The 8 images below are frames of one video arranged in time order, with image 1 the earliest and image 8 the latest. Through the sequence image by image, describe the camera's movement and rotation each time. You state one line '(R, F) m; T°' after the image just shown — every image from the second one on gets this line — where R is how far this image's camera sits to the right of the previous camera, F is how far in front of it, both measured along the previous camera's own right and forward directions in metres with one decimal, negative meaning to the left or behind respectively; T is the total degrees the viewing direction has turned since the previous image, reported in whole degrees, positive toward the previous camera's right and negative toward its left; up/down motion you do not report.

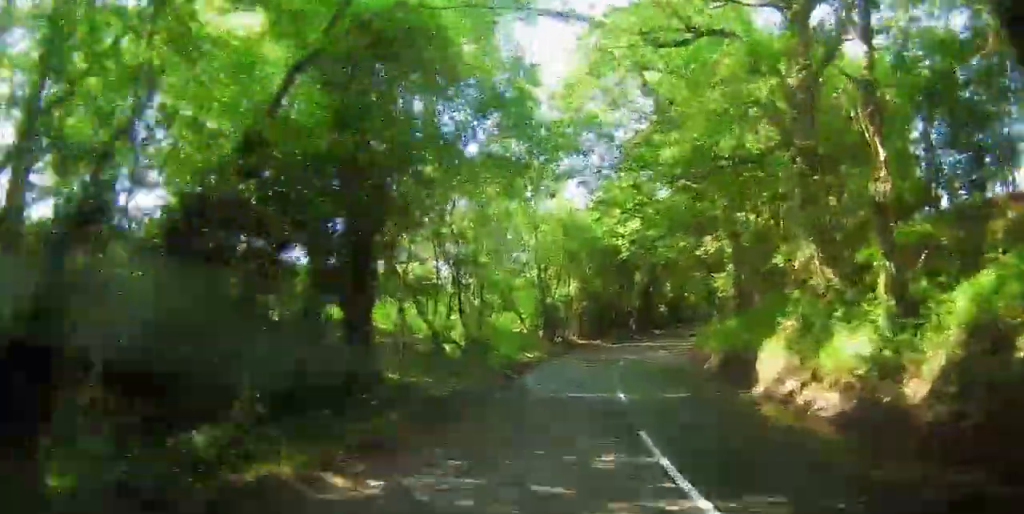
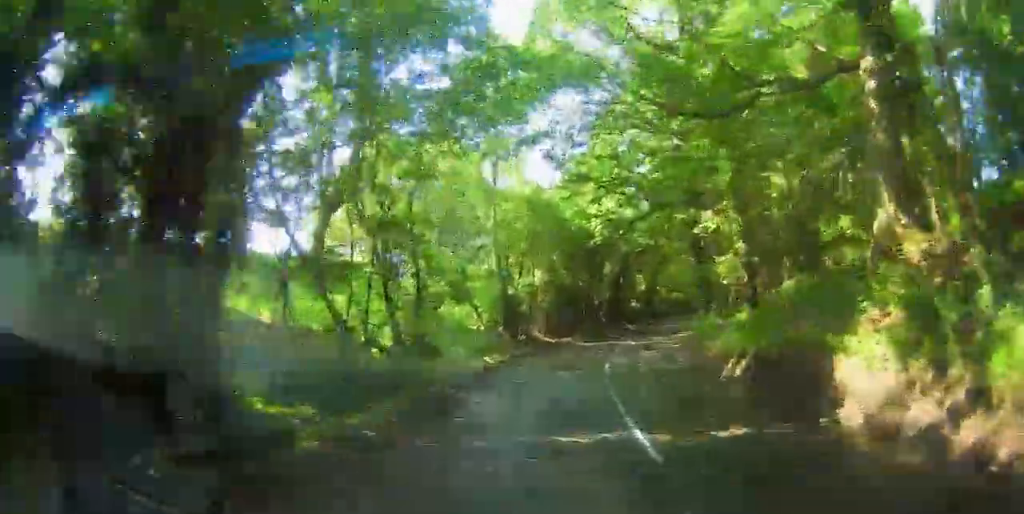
(+0.2, +6.9) m; +2°
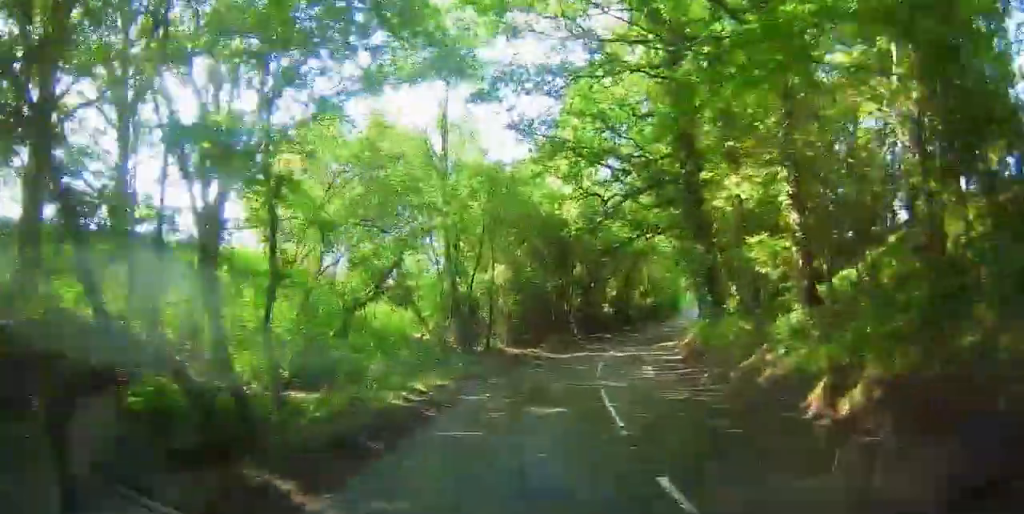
(+0.1, +8.3) m; 0°
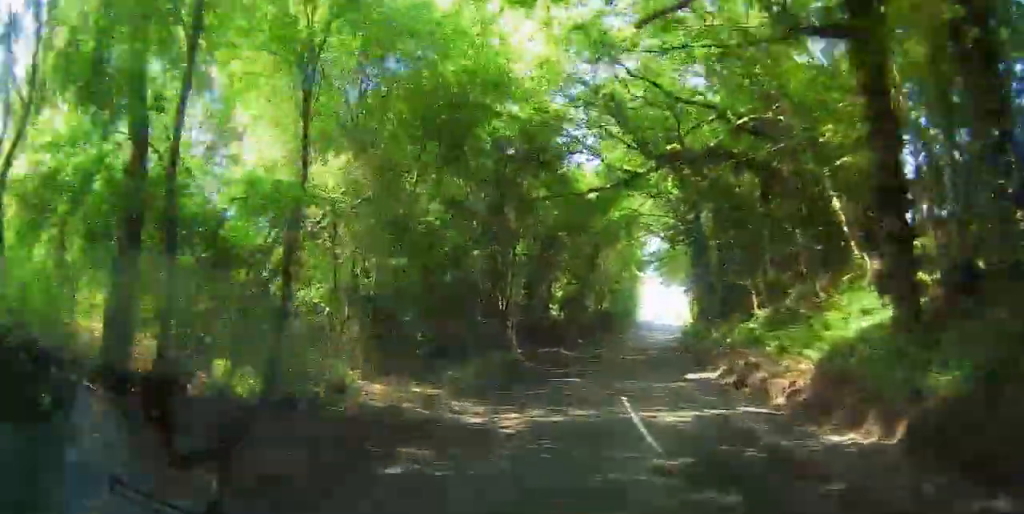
(0.0, +19.3) m; 0°
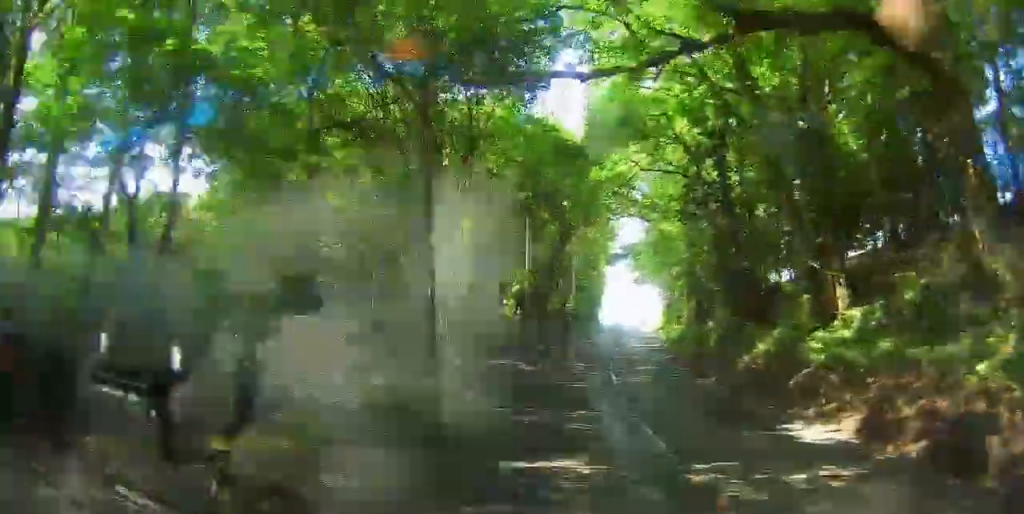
(0.0, +9.8) m; 0°
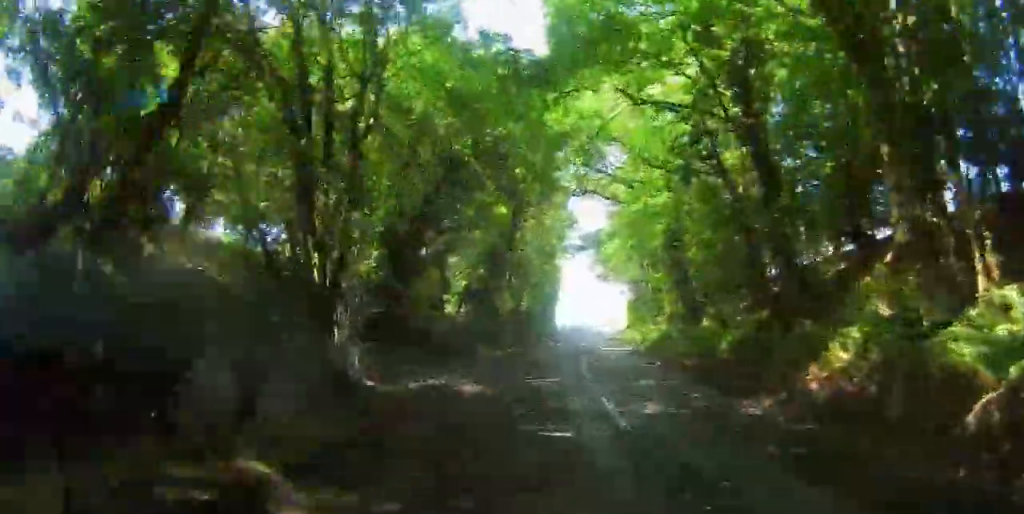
(0.0, +6.5) m; 0°
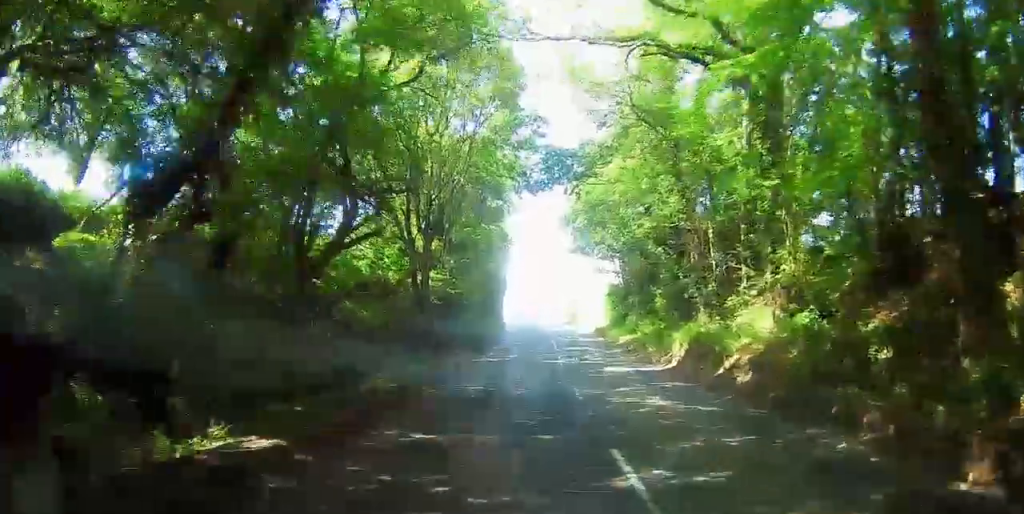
(0.0, +19.6) m; 0°
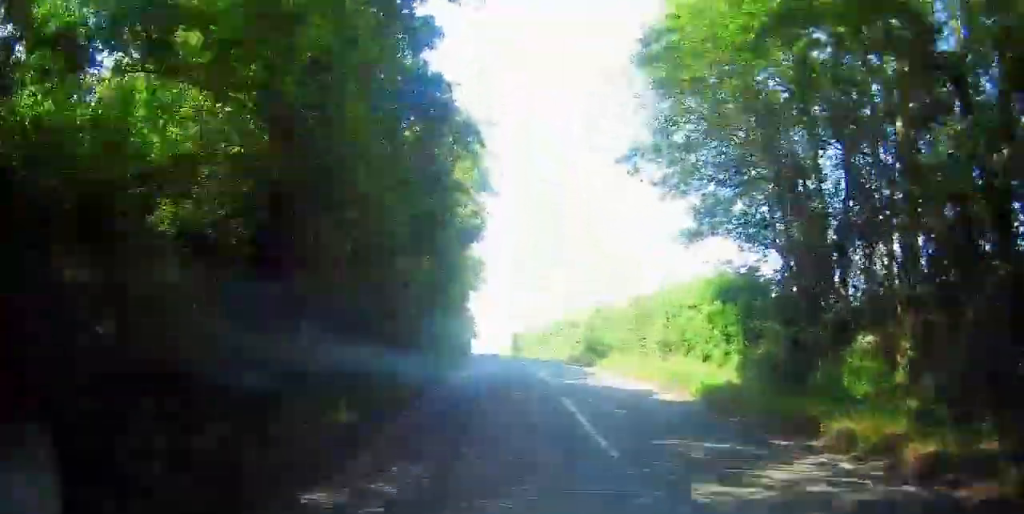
(0.0, +25.1) m; 0°
